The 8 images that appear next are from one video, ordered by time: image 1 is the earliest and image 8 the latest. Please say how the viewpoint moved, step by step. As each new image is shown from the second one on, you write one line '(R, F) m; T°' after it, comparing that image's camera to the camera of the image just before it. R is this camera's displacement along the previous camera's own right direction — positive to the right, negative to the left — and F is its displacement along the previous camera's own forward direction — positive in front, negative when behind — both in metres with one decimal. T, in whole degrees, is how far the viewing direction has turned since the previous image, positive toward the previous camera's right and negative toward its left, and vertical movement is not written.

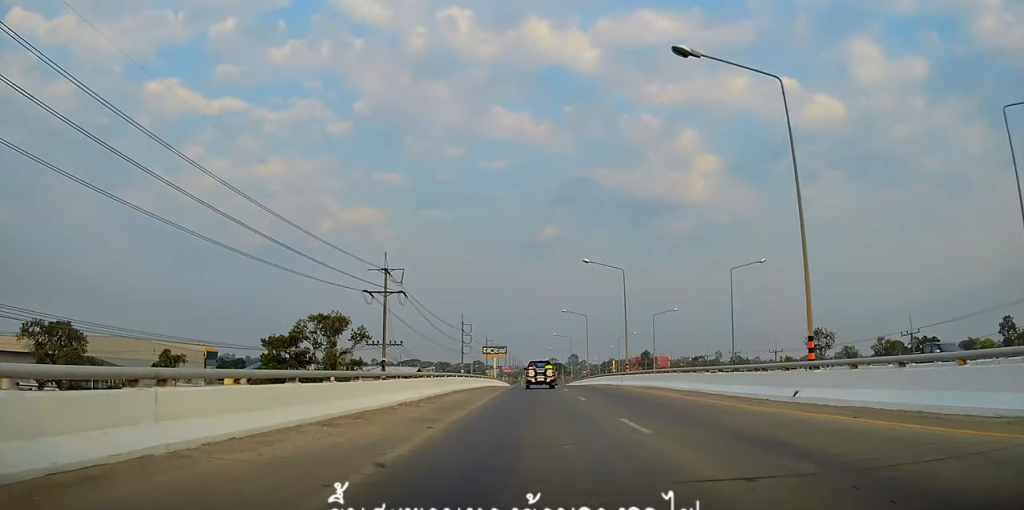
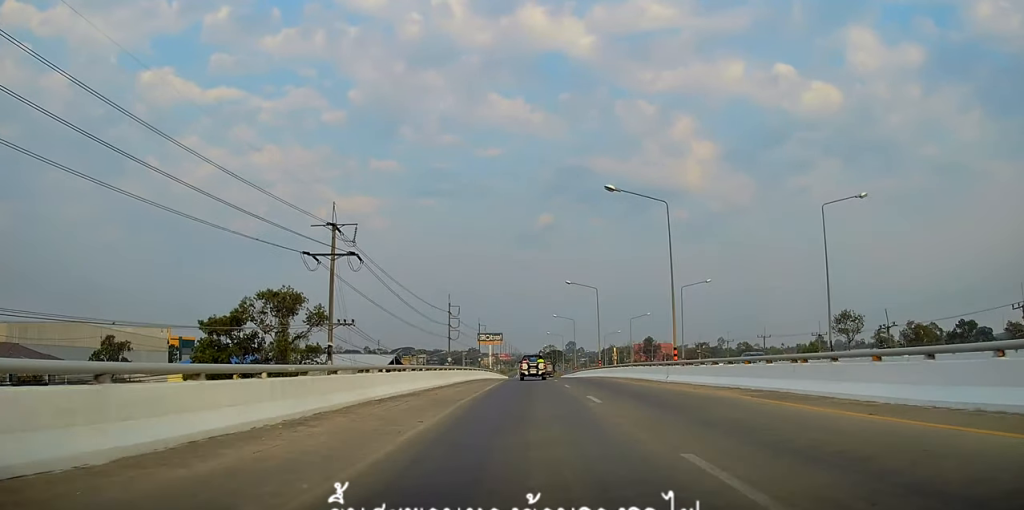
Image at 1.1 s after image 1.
(-0.4, +17.8) m; -2°
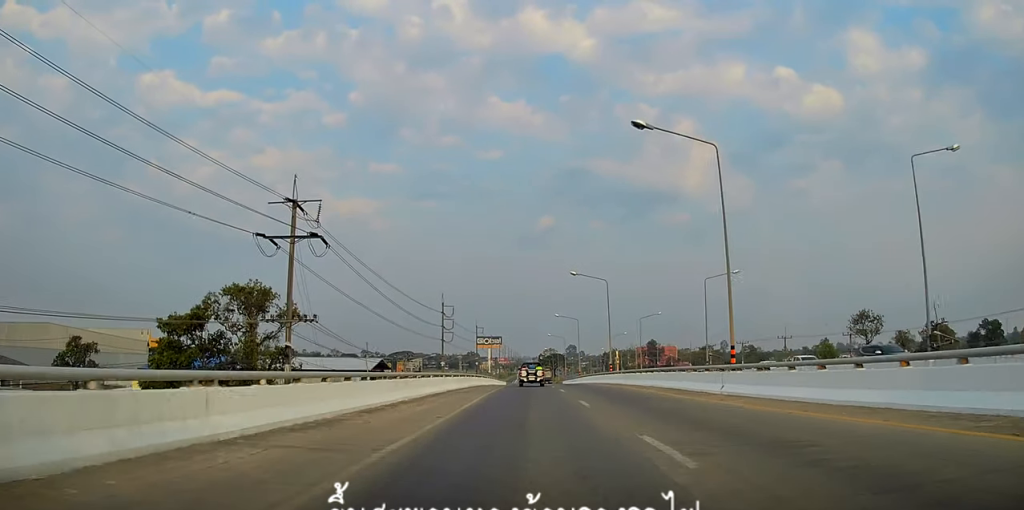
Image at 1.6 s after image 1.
(-0.2, +9.4) m; -1°
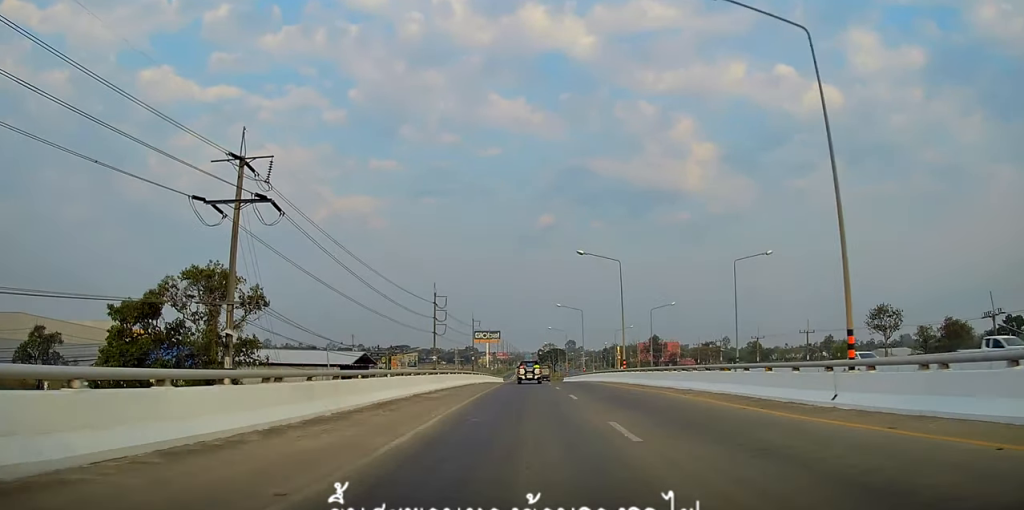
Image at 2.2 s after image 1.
(0.0, +9.0) m; 0°
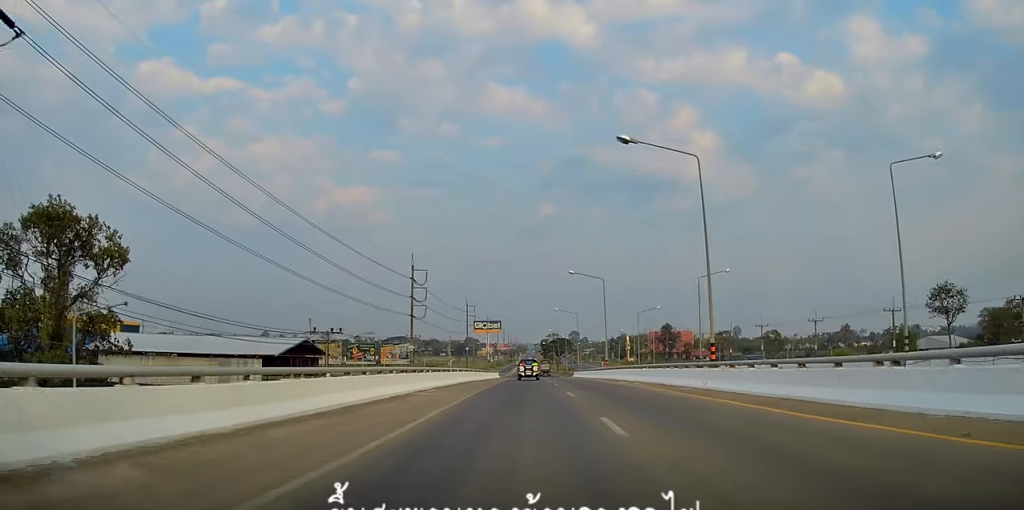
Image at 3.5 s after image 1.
(+0.2, +23.2) m; +1°
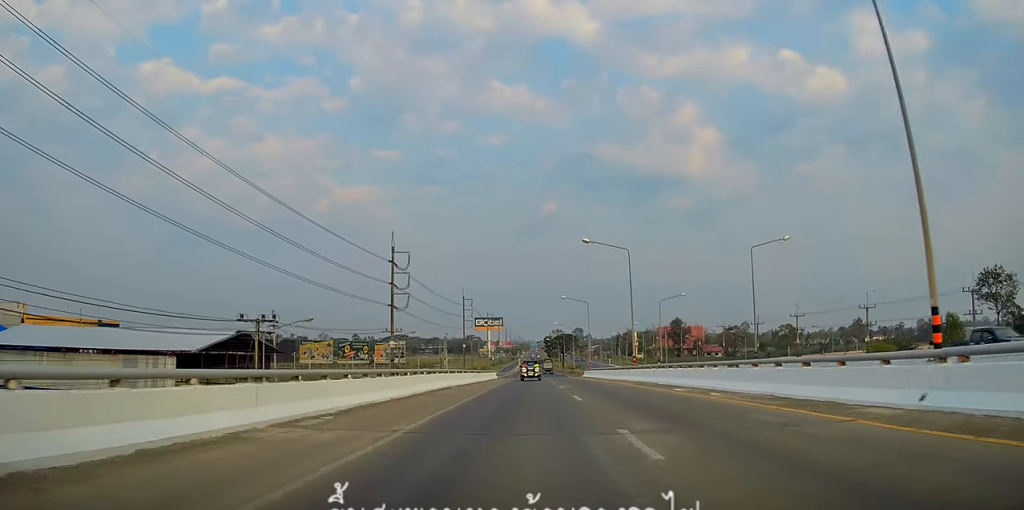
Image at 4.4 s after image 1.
(0.0, +14.3) m; 0°
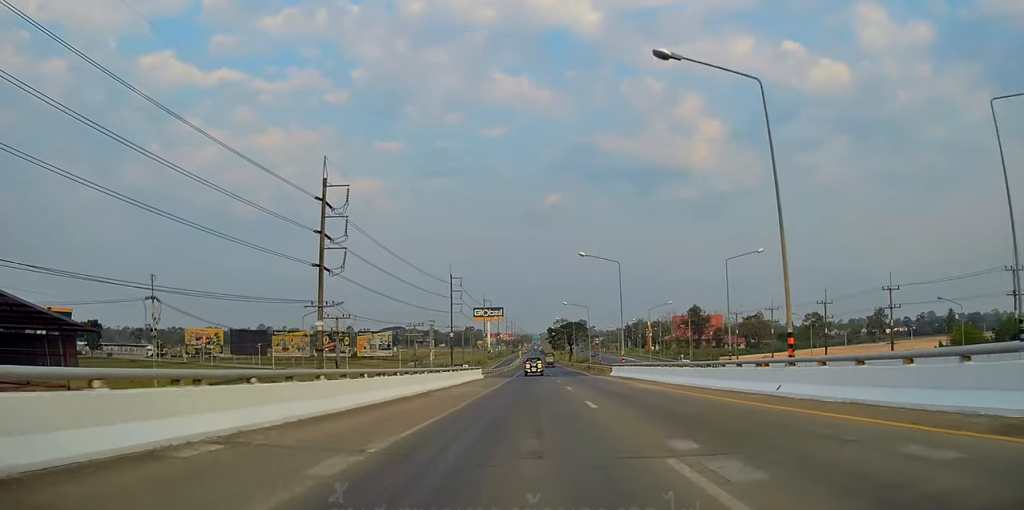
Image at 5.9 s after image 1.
(+0.1, +26.8) m; 0°
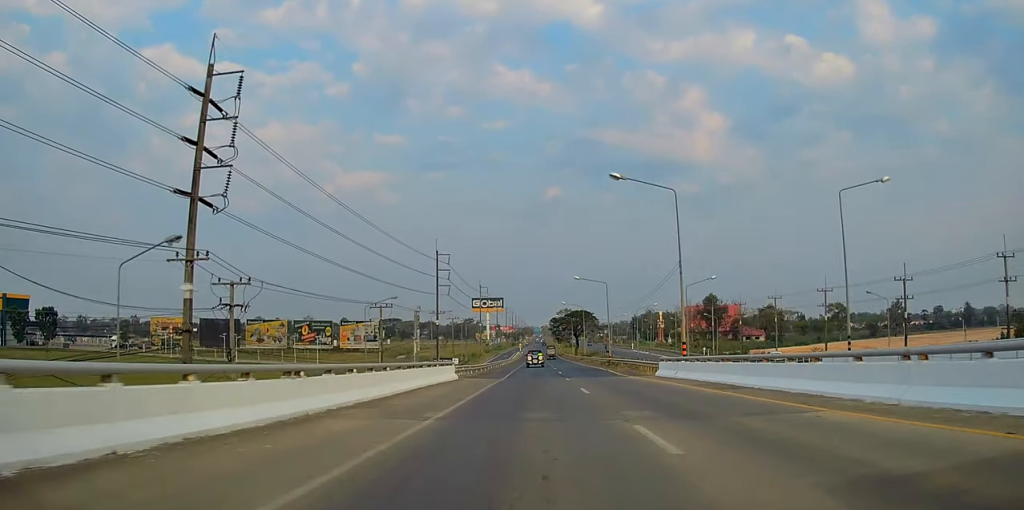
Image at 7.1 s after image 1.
(+0.1, +20.4) m; +1°
